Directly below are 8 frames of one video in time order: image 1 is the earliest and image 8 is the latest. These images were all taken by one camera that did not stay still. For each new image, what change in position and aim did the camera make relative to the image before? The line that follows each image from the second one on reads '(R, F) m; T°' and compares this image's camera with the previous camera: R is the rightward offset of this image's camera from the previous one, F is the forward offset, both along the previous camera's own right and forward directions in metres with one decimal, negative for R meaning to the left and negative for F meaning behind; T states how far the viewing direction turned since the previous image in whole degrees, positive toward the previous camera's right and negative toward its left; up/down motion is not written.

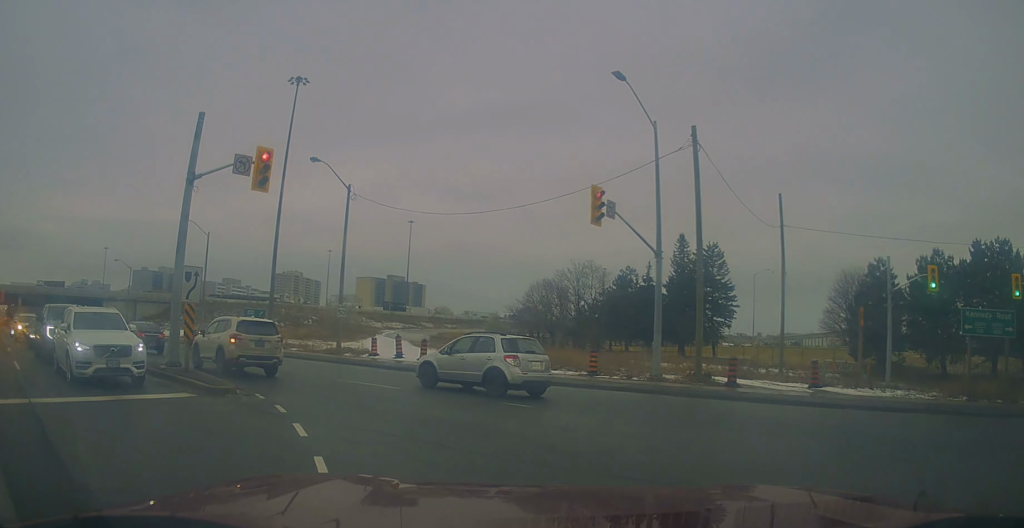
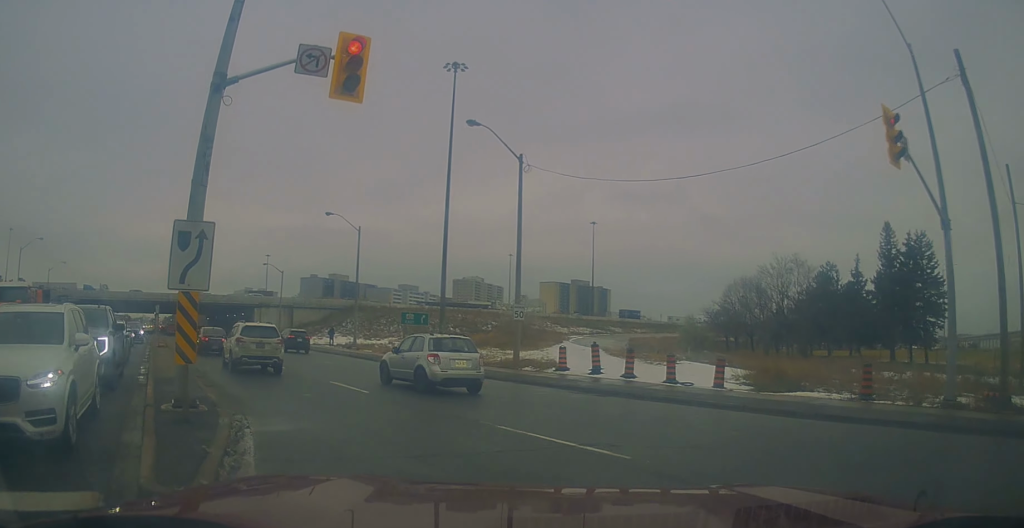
(-1.5, +7.4) m; -22°
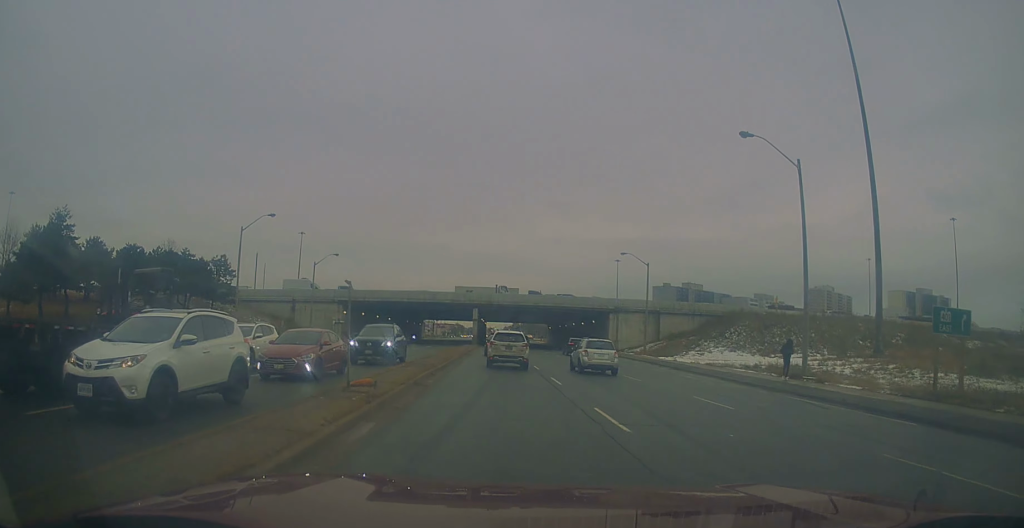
(-7.9, +22.3) m; -28°
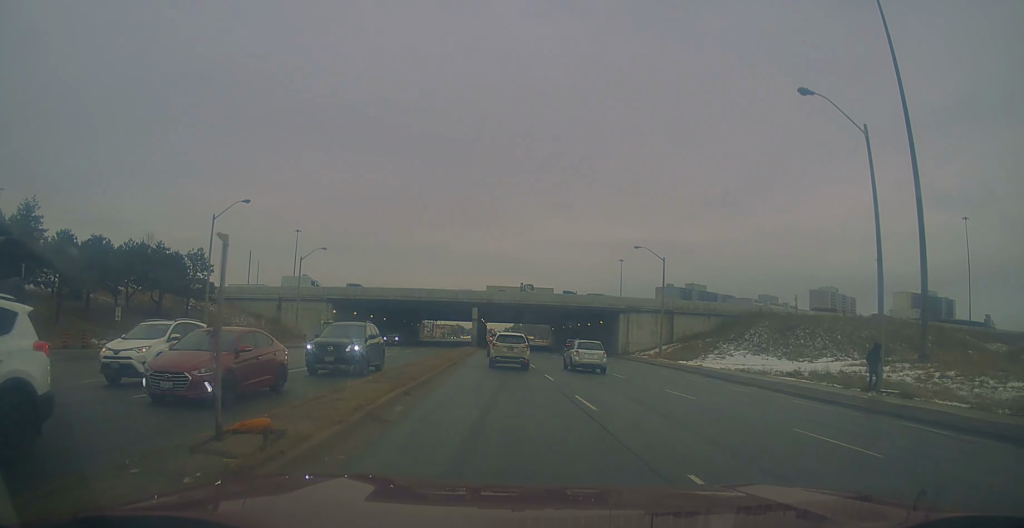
(-0.3, +6.0) m; 0°
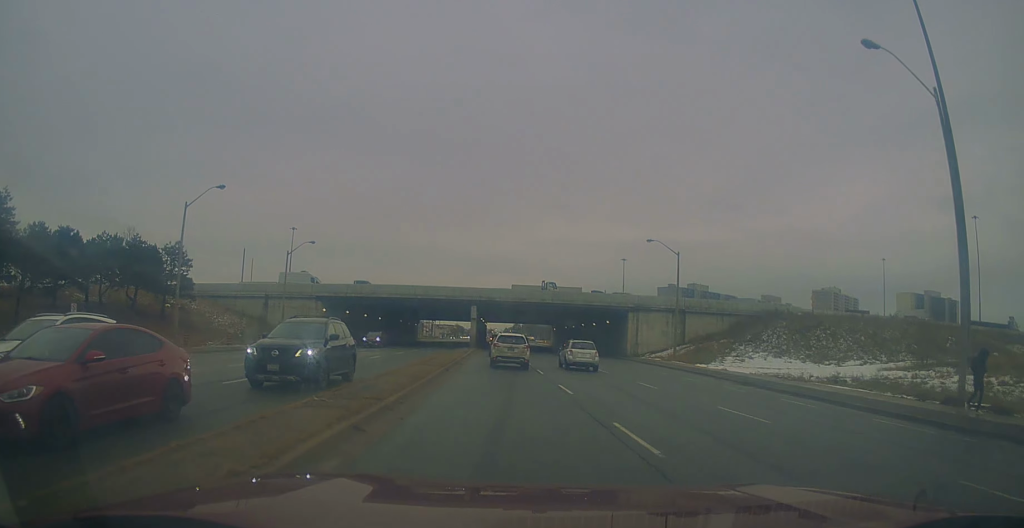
(+0.1, +4.9) m; 0°
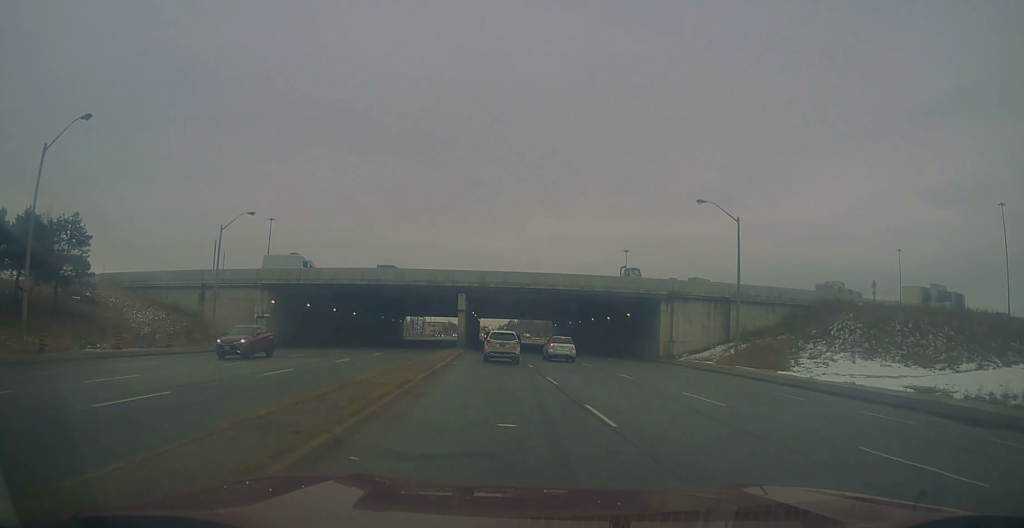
(+0.2, +15.7) m; +2°
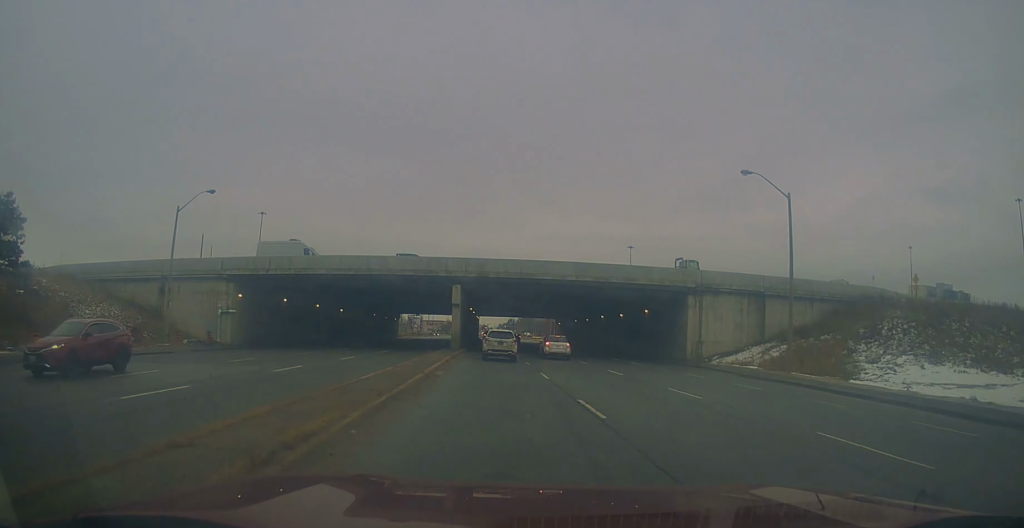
(0.0, +7.8) m; +1°
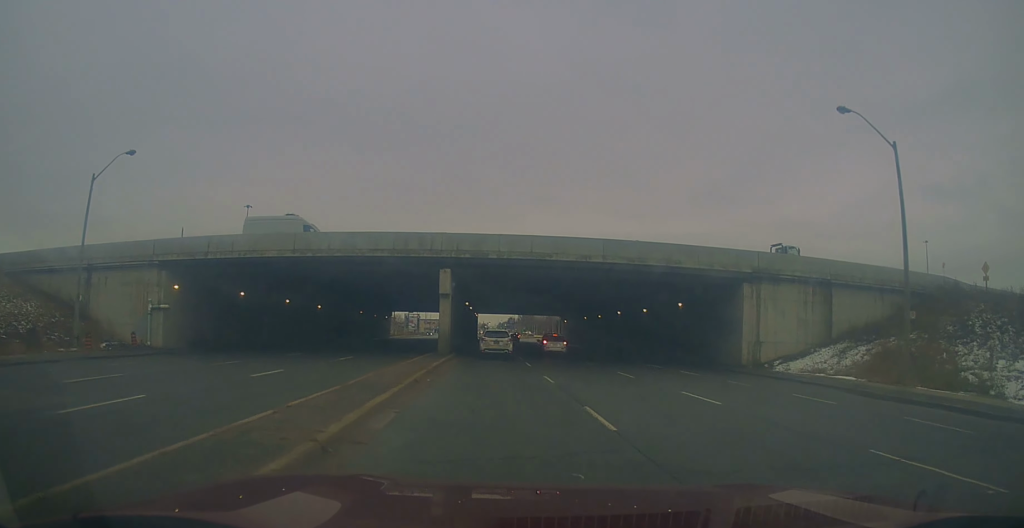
(+0.6, +11.0) m; 0°
